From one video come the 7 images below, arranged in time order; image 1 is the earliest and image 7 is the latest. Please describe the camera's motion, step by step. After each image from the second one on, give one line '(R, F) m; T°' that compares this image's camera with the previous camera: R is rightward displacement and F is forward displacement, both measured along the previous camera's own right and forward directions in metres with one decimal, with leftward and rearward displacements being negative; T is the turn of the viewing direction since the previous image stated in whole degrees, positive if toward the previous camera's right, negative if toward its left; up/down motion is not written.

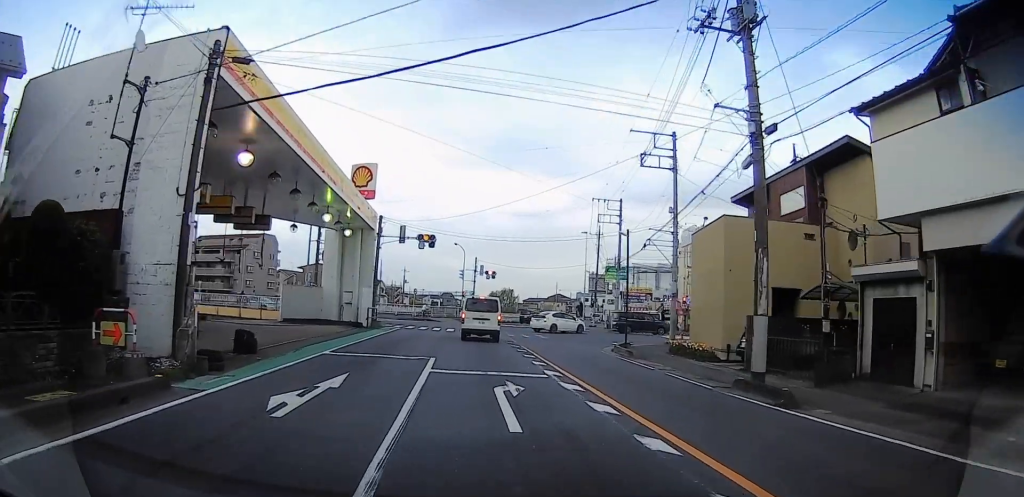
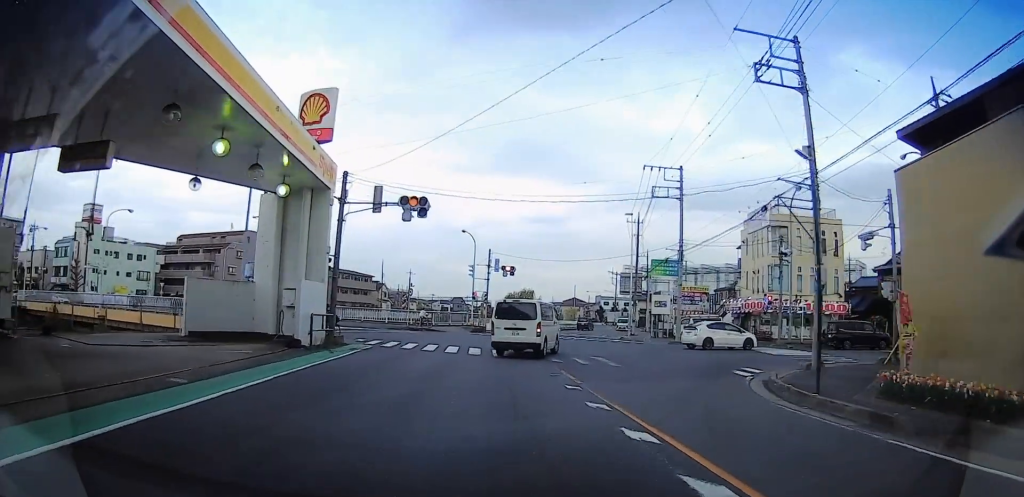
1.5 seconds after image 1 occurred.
(-0.5, +13.9) m; -4°
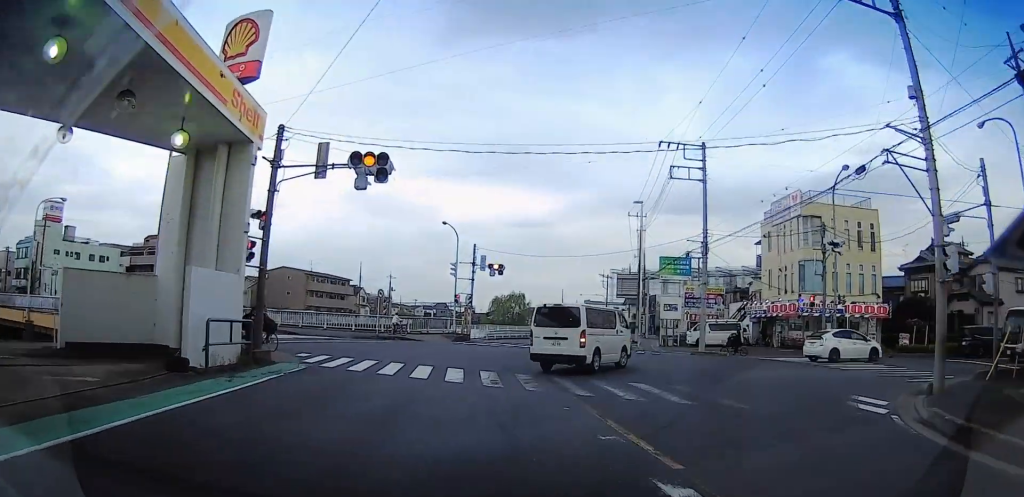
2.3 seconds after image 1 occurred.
(-0.1, +7.4) m; +1°
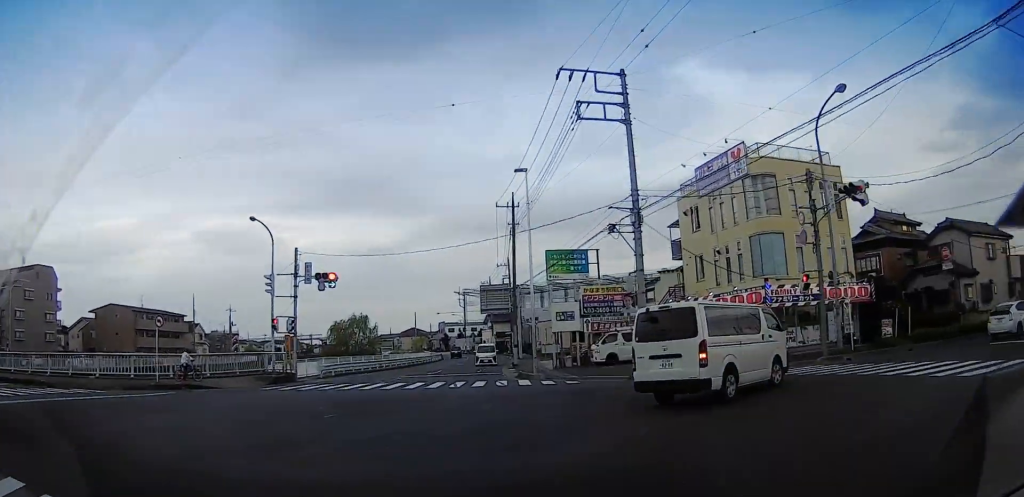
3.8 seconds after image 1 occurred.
(+0.9, +13.3) m; +24°
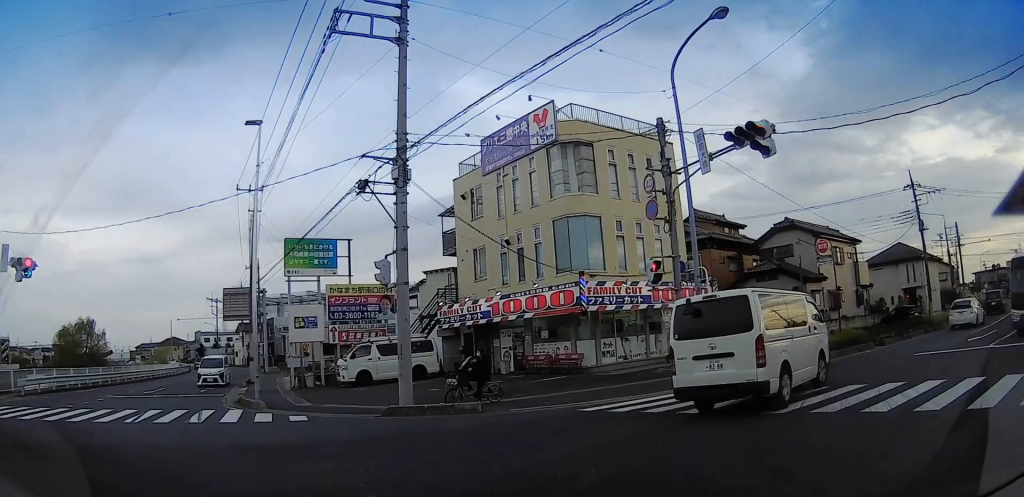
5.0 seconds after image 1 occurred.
(+2.9, +8.4) m; +24°
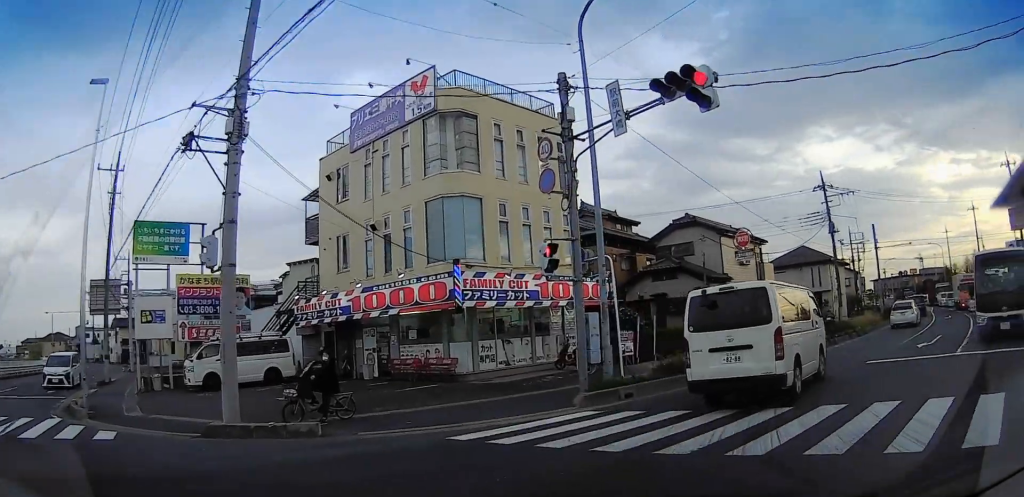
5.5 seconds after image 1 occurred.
(0.0, +3.7) m; +4°
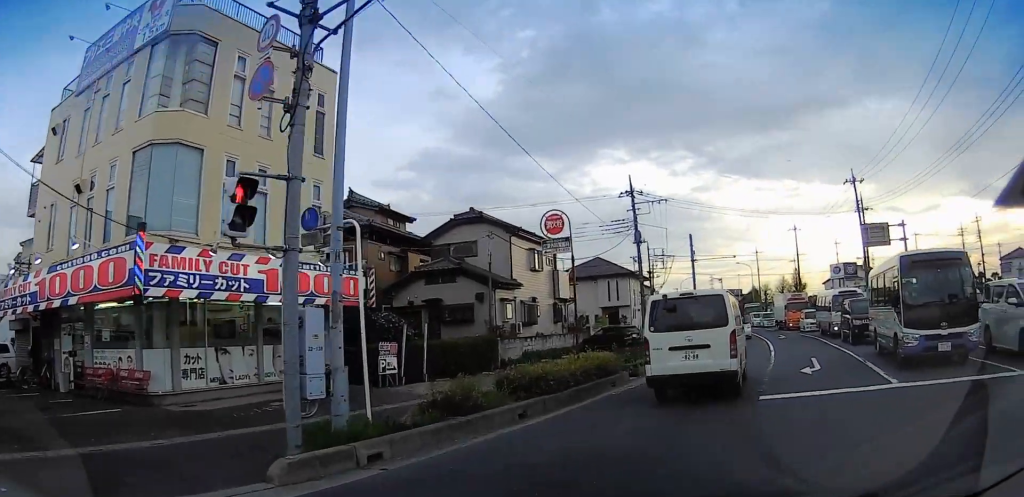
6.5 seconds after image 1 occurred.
(+0.4, +5.9) m; +18°
